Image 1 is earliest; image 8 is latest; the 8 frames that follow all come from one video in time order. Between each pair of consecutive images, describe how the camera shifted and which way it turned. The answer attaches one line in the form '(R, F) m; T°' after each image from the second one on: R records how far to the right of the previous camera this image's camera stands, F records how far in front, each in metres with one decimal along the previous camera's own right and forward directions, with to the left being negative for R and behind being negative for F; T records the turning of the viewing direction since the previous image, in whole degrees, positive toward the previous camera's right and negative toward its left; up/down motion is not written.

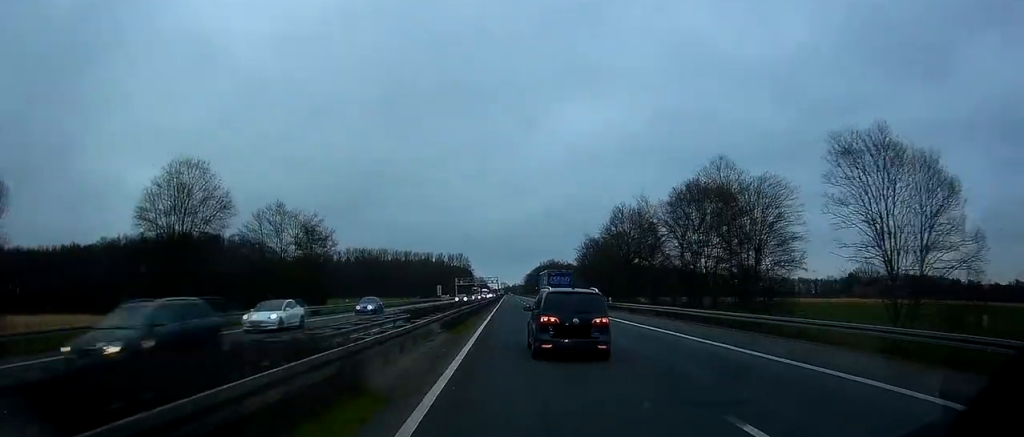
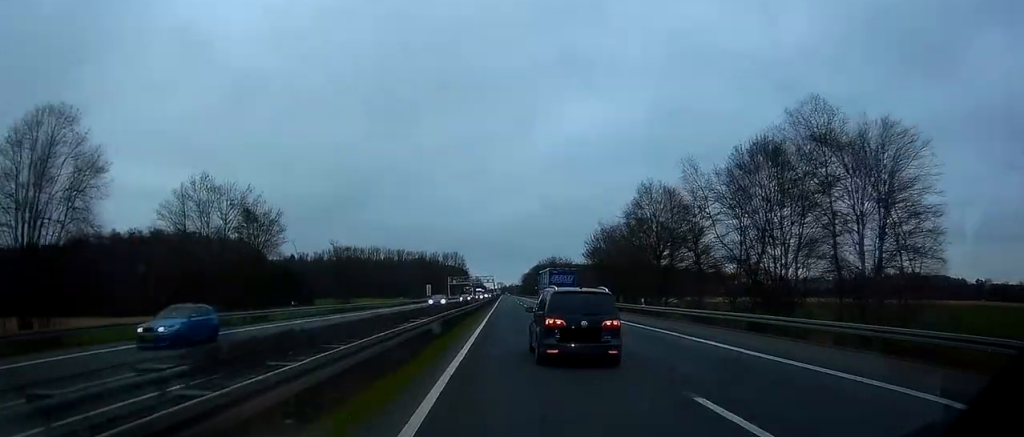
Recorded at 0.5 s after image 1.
(+0.3, +16.6) m; +1°
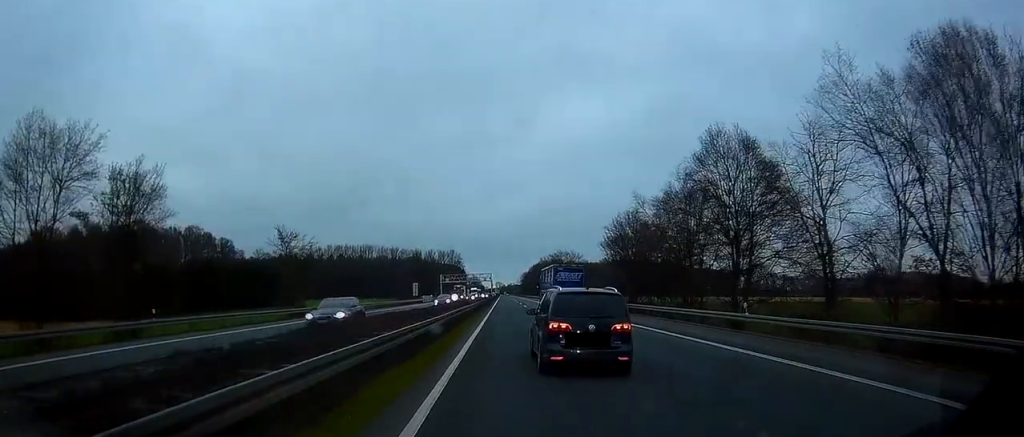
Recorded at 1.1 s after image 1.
(0.0, +21.6) m; 0°
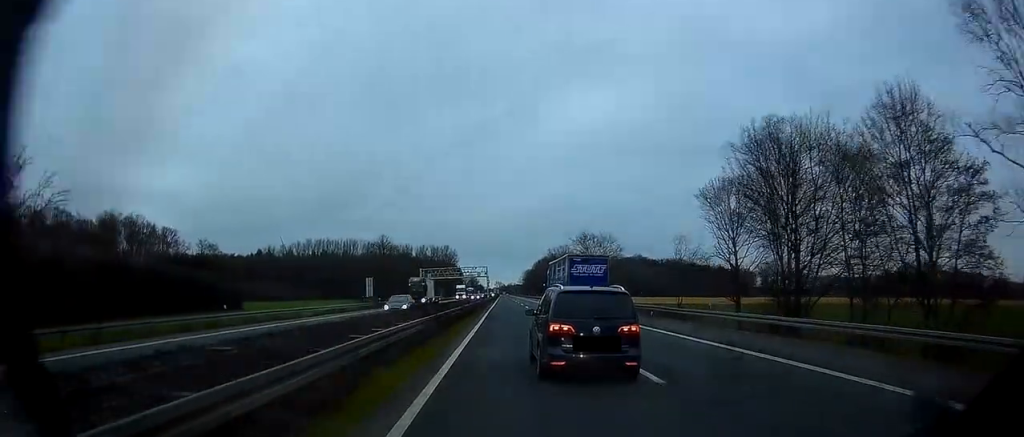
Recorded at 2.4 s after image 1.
(-0.1, +45.7) m; +1°
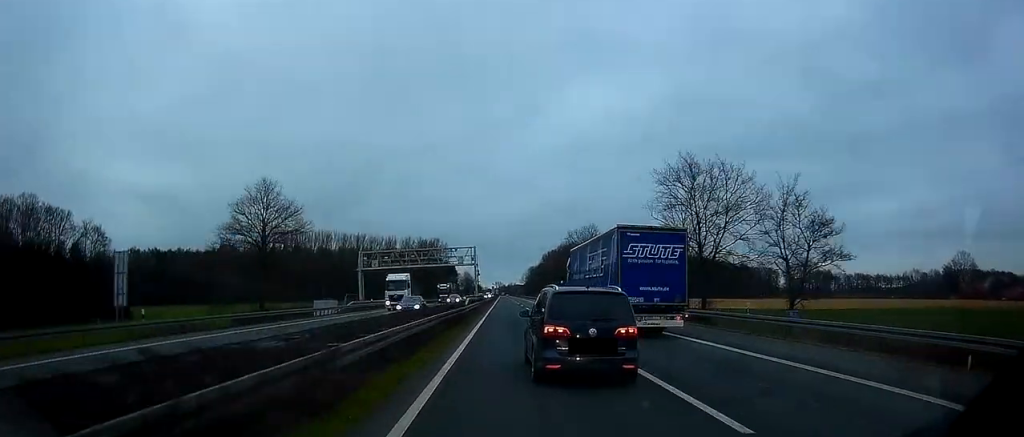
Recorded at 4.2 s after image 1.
(-0.5, +58.2) m; -2°
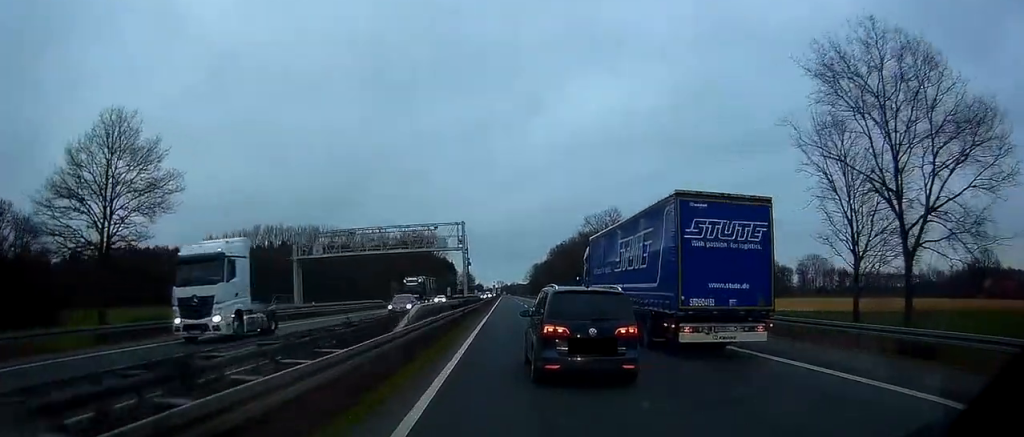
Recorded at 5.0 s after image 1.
(-0.2, +25.3) m; 0°
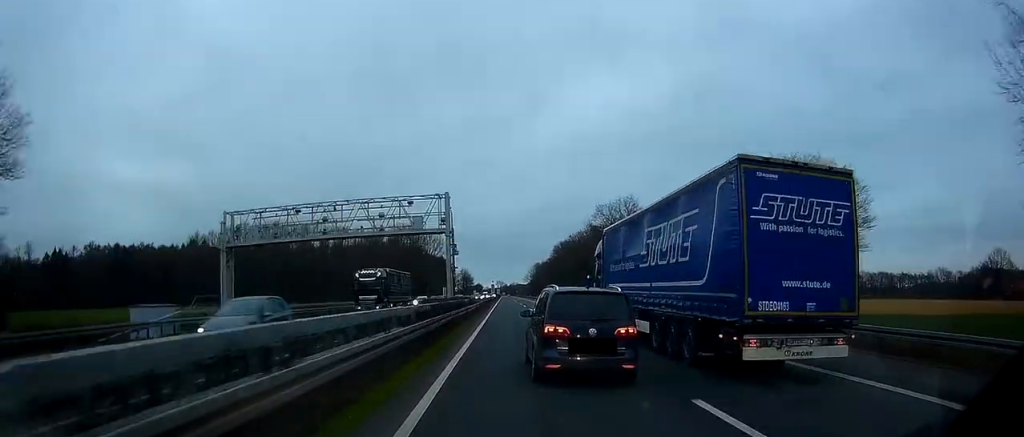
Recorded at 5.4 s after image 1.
(0.0, +14.5) m; +1°
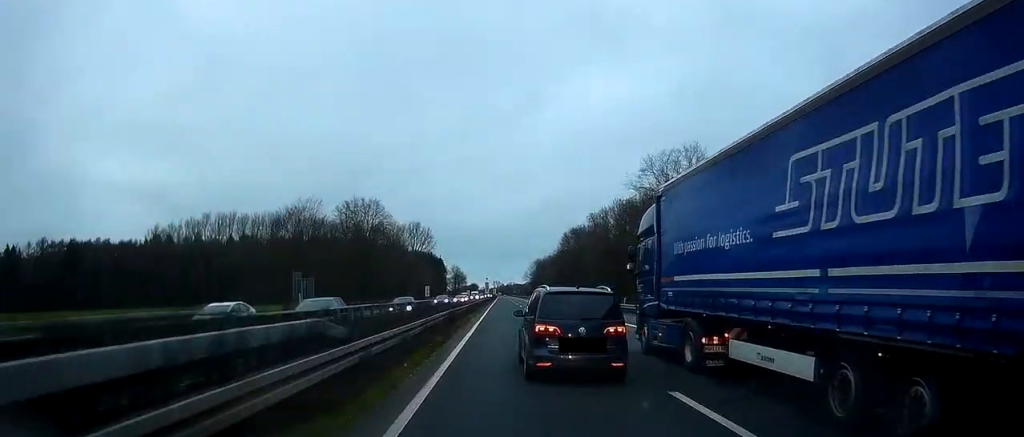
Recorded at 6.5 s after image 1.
(+0.5, +35.2) m; 0°
